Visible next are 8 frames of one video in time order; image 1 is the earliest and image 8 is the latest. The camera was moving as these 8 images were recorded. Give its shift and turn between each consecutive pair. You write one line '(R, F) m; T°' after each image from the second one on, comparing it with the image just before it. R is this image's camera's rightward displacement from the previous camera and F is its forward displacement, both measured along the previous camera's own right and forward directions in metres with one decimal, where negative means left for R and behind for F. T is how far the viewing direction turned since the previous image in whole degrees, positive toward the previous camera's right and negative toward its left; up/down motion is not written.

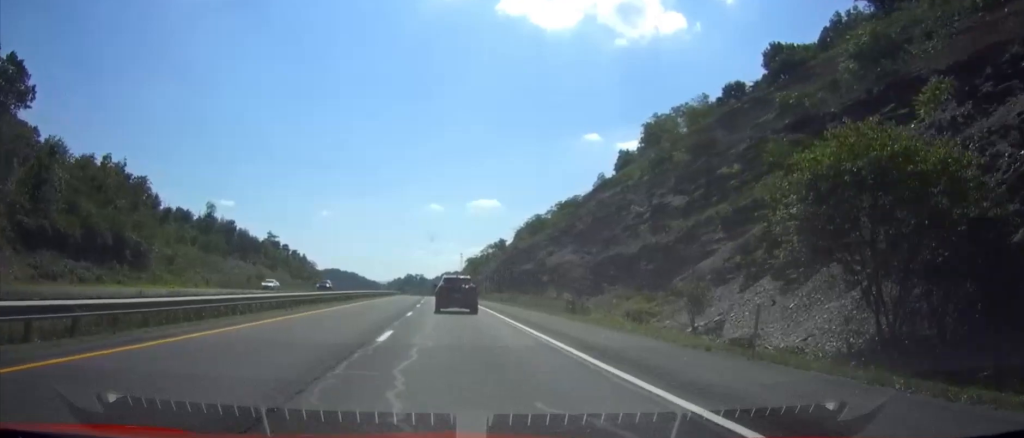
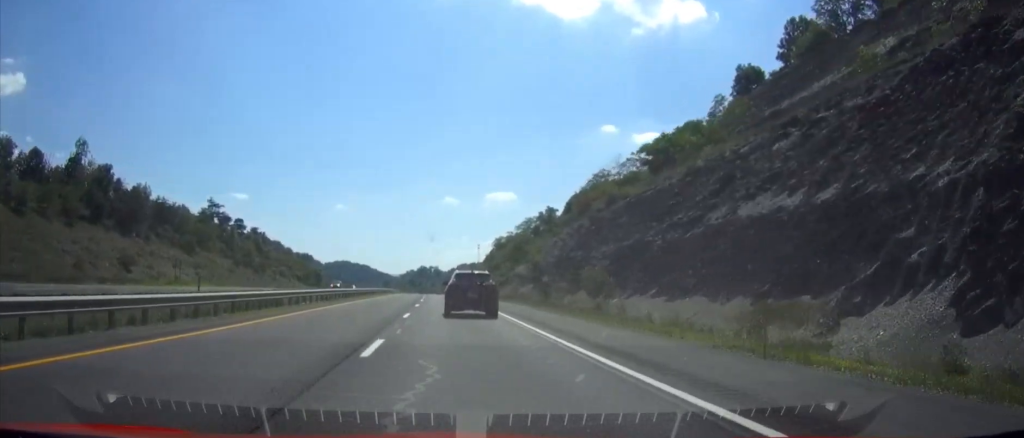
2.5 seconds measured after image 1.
(-0.9, +80.1) m; -1°
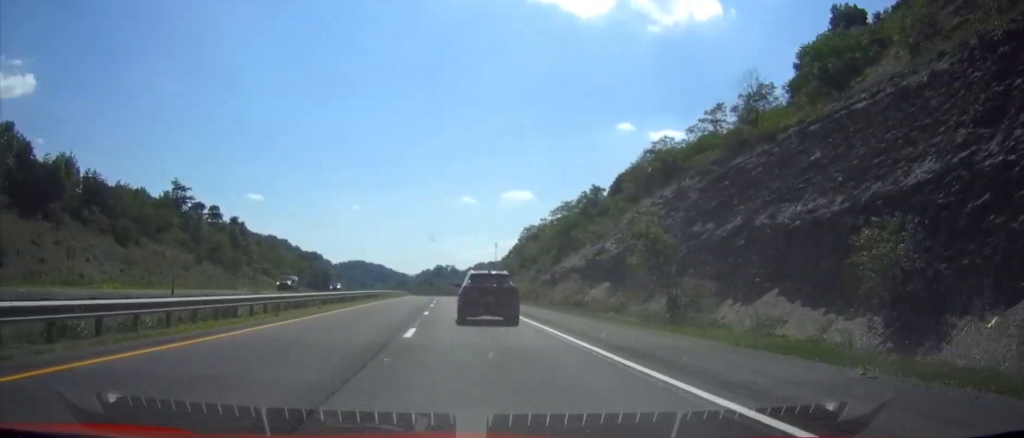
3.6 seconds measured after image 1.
(-0.3, +33.9) m; -1°
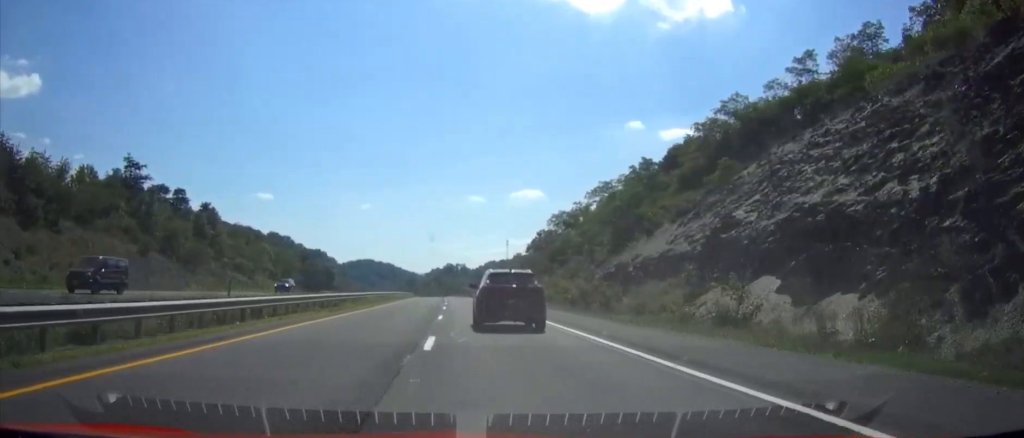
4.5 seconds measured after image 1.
(-0.2, +27.8) m; -1°
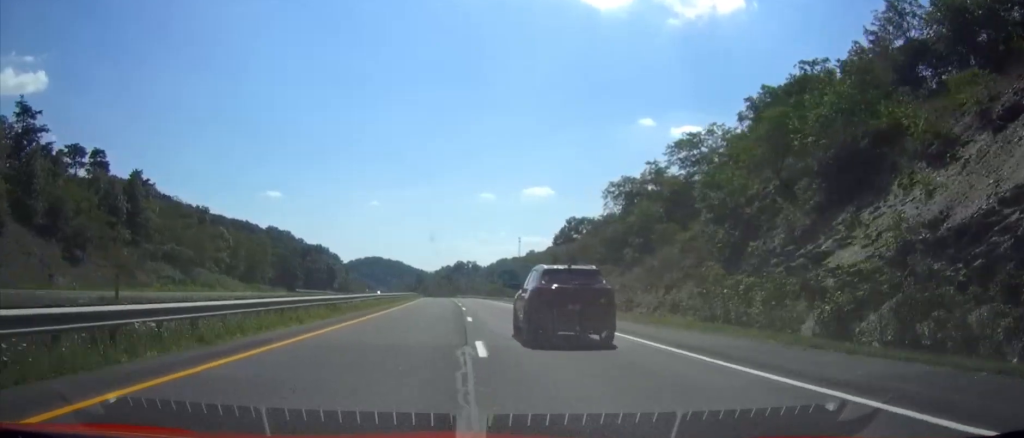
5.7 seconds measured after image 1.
(-0.3, +38.9) m; -1°
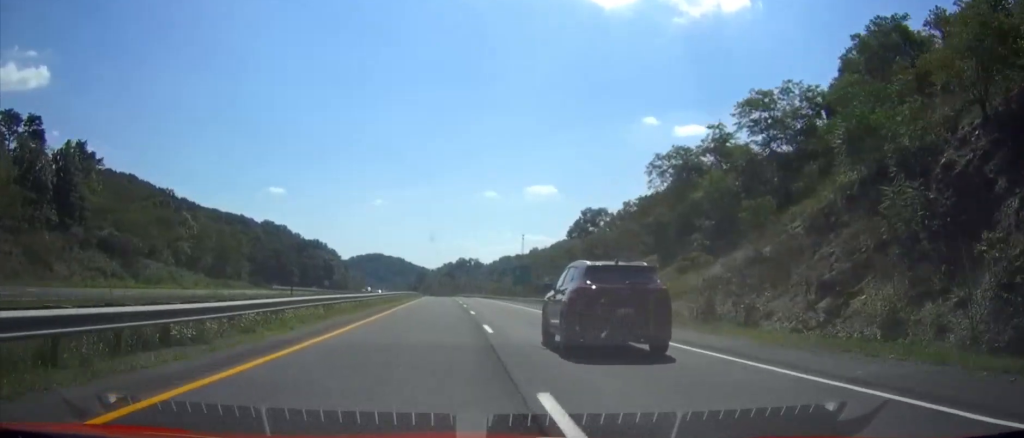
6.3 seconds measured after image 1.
(0.0, +19.6) m; 0°
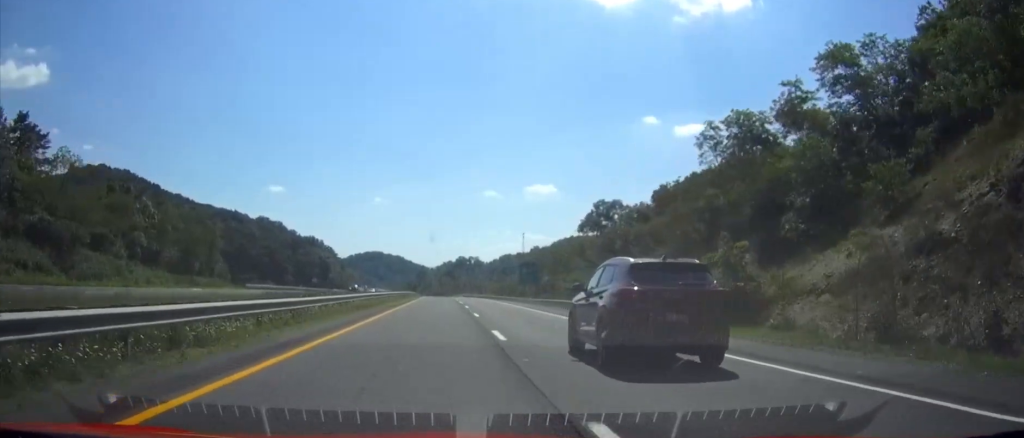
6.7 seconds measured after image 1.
(0.0, +15.4) m; 0°
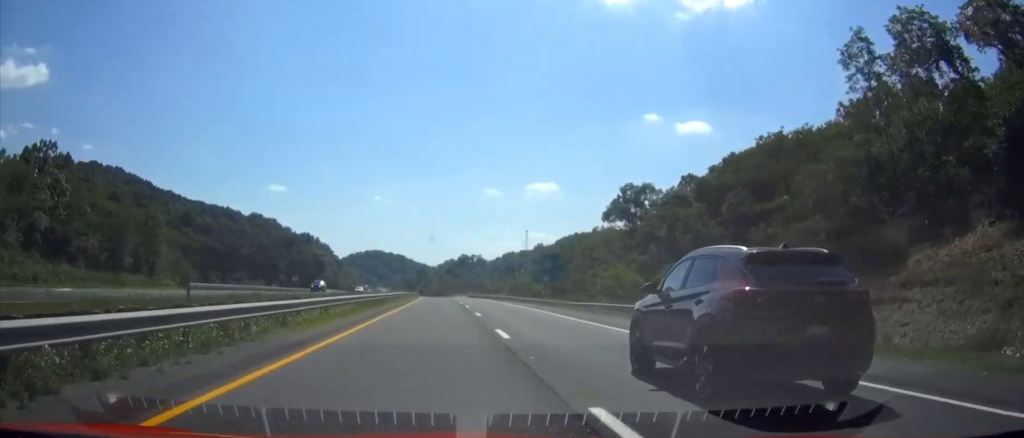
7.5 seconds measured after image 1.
(0.0, +24.3) m; 0°
